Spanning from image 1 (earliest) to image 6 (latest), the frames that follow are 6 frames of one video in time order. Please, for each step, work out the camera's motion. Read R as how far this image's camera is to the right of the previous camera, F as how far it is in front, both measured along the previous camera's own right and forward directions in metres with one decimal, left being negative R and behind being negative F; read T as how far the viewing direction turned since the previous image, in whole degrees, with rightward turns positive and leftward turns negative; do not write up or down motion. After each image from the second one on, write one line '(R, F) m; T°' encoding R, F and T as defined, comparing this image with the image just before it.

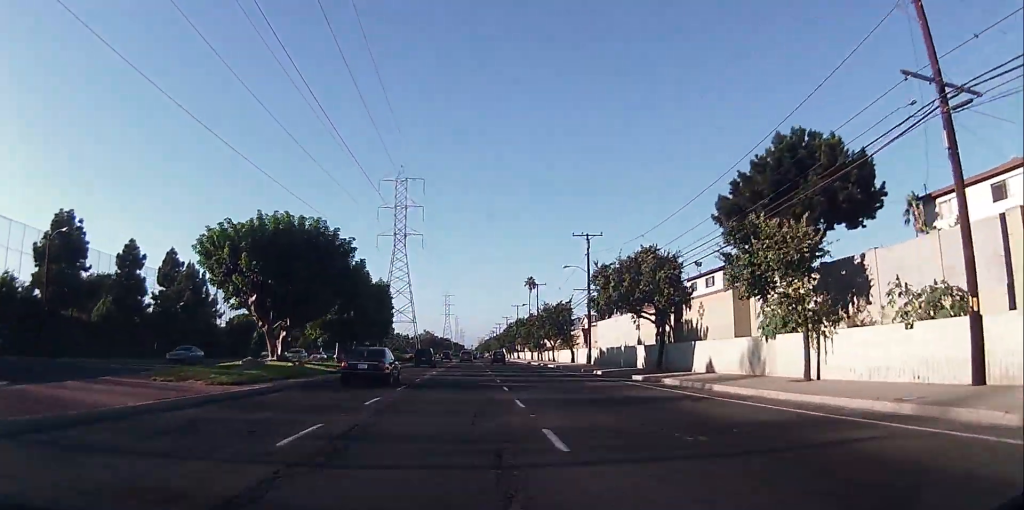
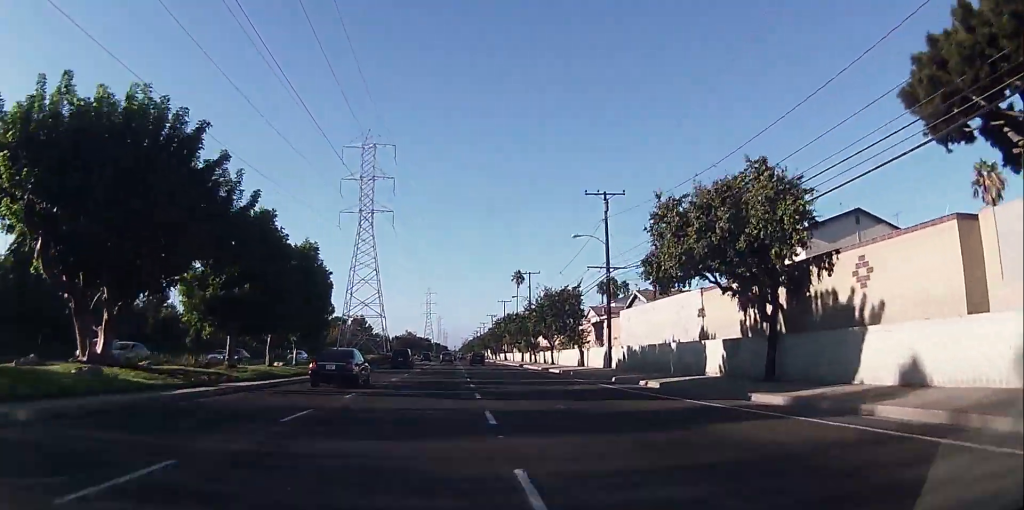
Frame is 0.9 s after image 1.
(0.0, +18.0) m; +1°
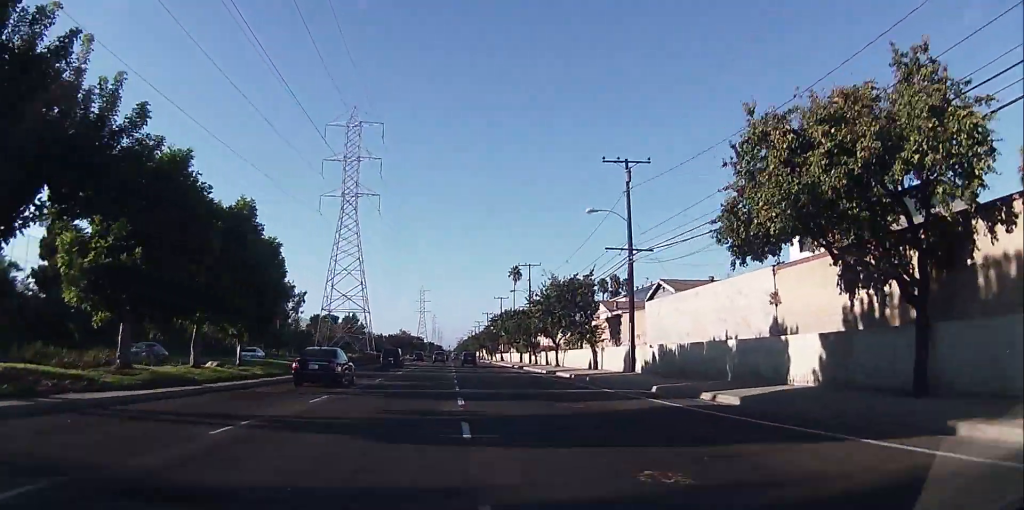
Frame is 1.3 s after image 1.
(+0.3, +9.0) m; +1°
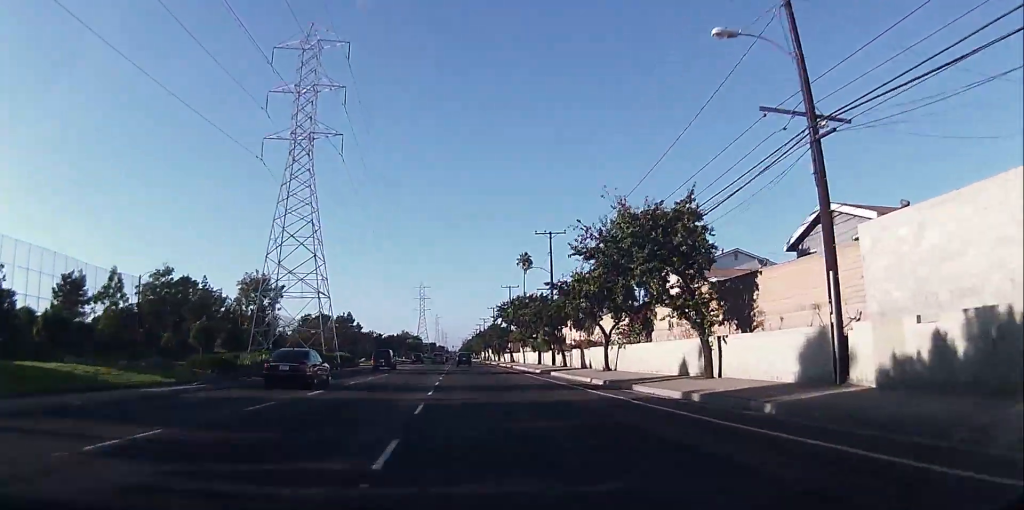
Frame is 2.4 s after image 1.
(-0.1, +23.9) m; 0°
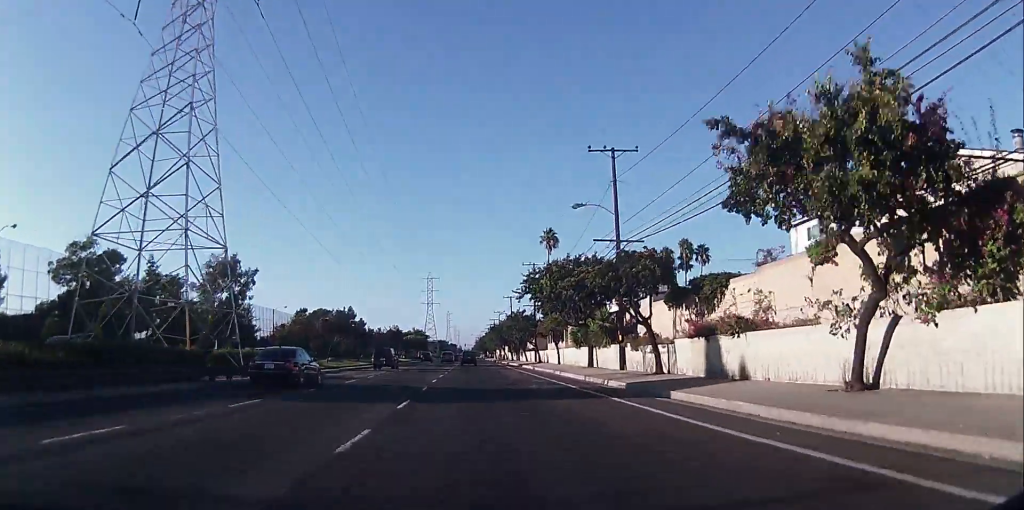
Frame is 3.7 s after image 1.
(+0.3, +27.4) m; 0°
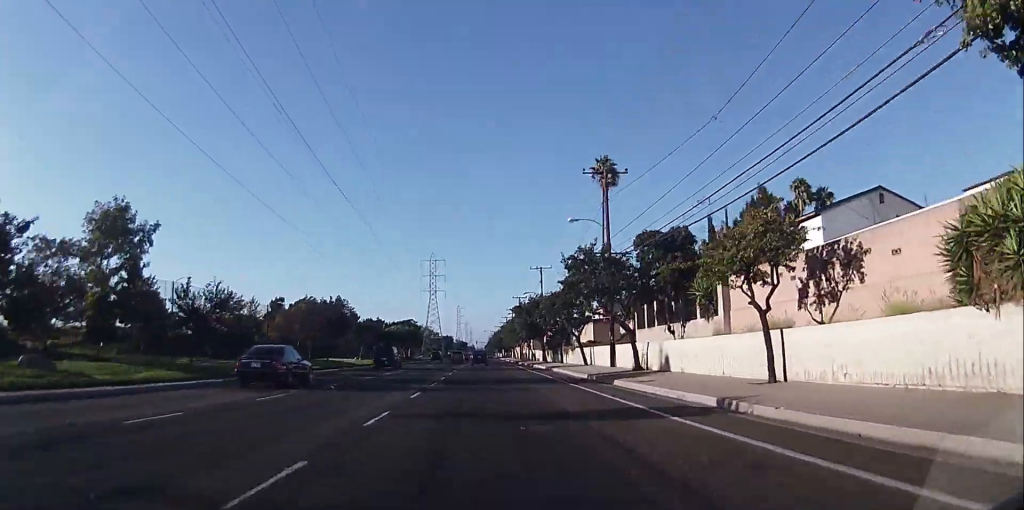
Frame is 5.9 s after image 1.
(-0.9, +45.7) m; -2°
